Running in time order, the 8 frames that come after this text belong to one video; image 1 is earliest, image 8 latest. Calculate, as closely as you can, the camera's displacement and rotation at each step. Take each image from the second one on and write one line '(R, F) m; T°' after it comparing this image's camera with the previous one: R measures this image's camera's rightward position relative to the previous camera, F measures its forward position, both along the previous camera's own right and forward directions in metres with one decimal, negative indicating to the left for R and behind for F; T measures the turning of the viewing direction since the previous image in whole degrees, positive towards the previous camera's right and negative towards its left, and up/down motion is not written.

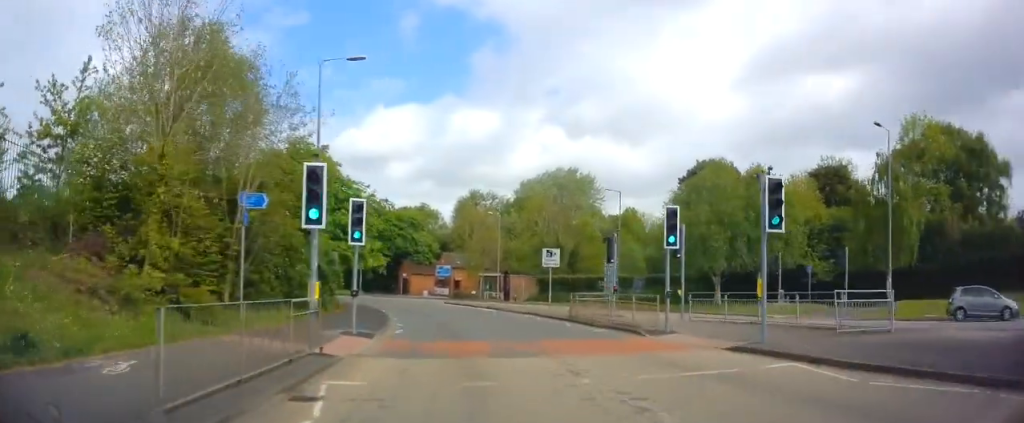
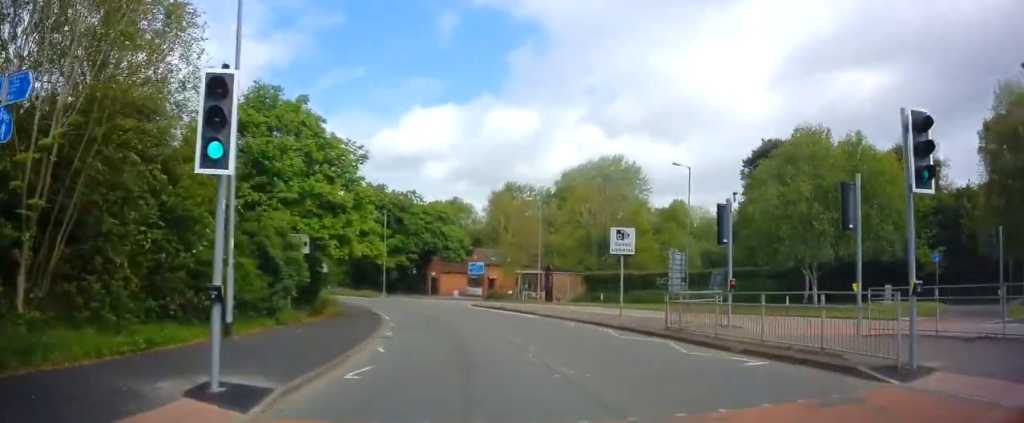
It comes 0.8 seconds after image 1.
(-0.3, +9.2) m; -4°
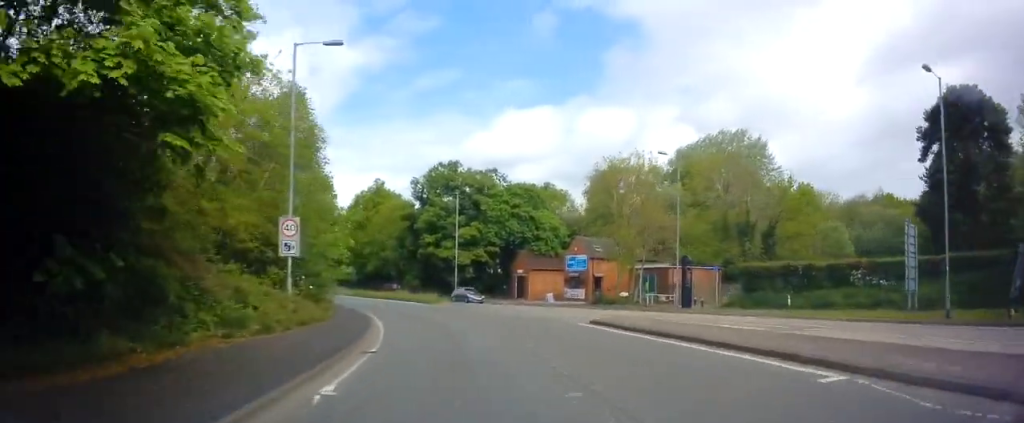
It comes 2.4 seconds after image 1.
(-1.1, +18.9) m; -9°
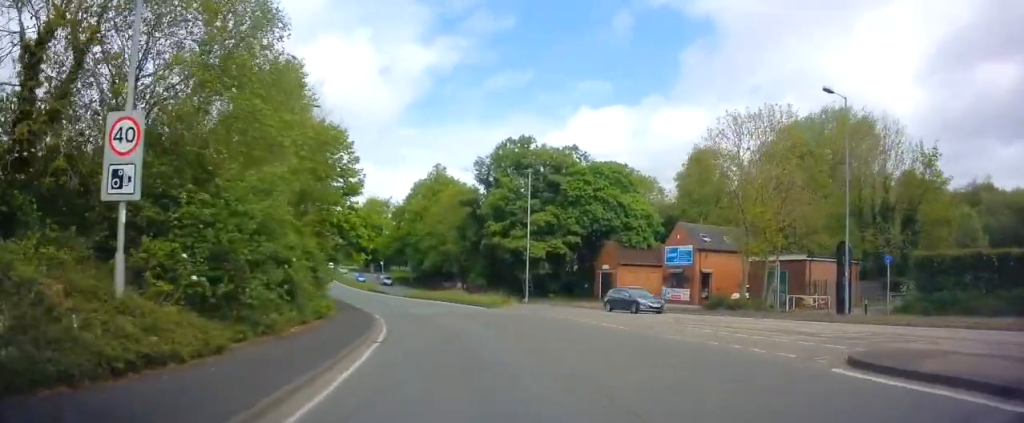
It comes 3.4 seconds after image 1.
(-0.9, +12.5) m; -6°
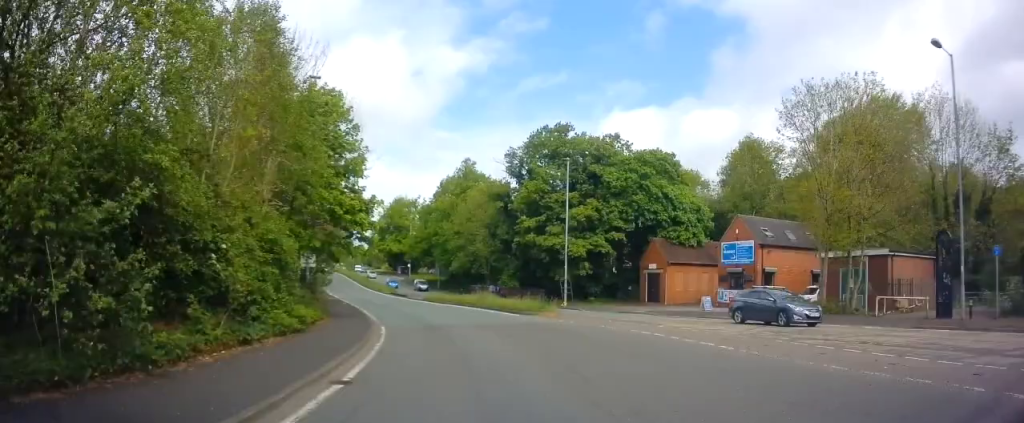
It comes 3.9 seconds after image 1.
(-0.2, +5.9) m; -2°
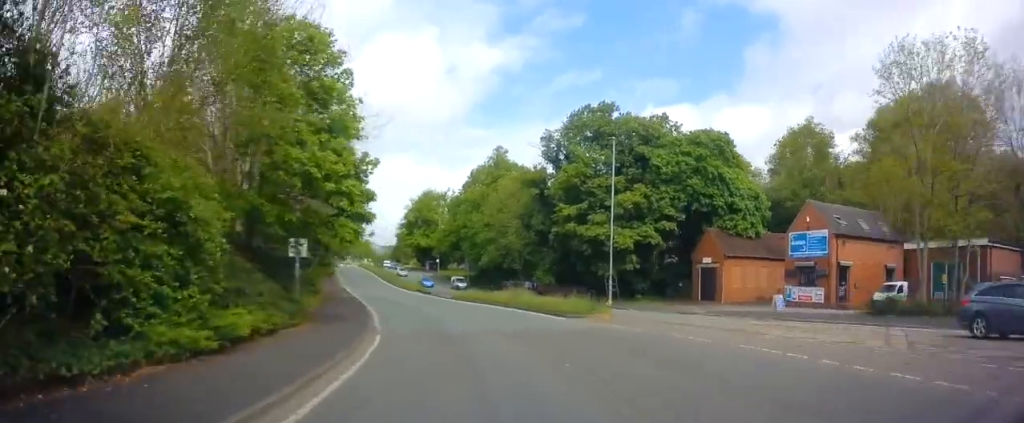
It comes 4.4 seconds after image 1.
(0.0, +5.9) m; -3°
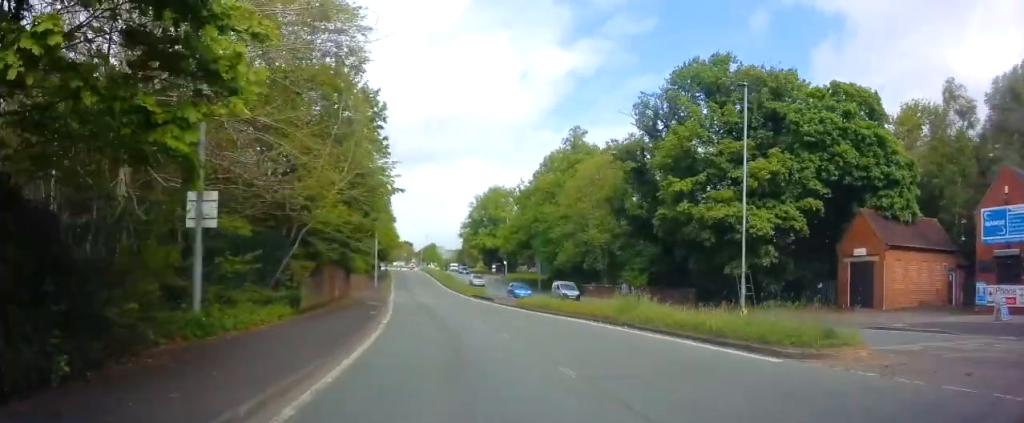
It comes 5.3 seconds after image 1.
(-0.6, +12.4) m; -6°
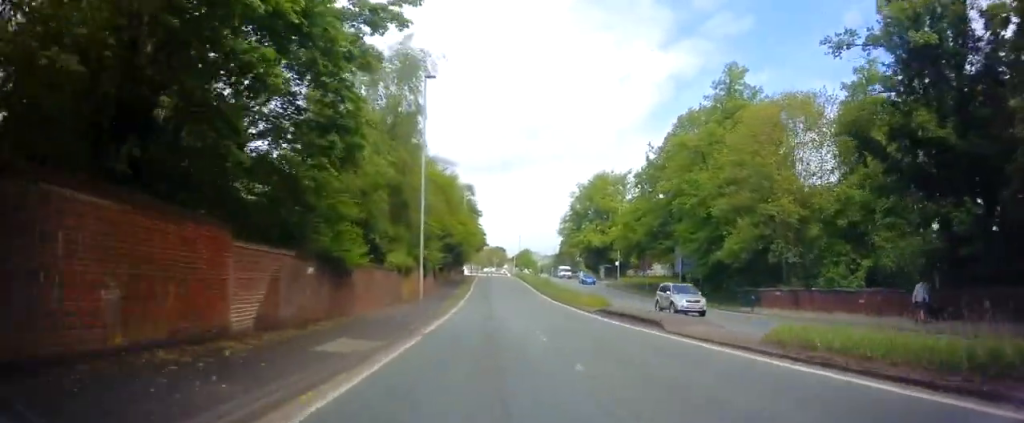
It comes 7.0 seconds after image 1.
(-2.7, +23.1) m; -10°
